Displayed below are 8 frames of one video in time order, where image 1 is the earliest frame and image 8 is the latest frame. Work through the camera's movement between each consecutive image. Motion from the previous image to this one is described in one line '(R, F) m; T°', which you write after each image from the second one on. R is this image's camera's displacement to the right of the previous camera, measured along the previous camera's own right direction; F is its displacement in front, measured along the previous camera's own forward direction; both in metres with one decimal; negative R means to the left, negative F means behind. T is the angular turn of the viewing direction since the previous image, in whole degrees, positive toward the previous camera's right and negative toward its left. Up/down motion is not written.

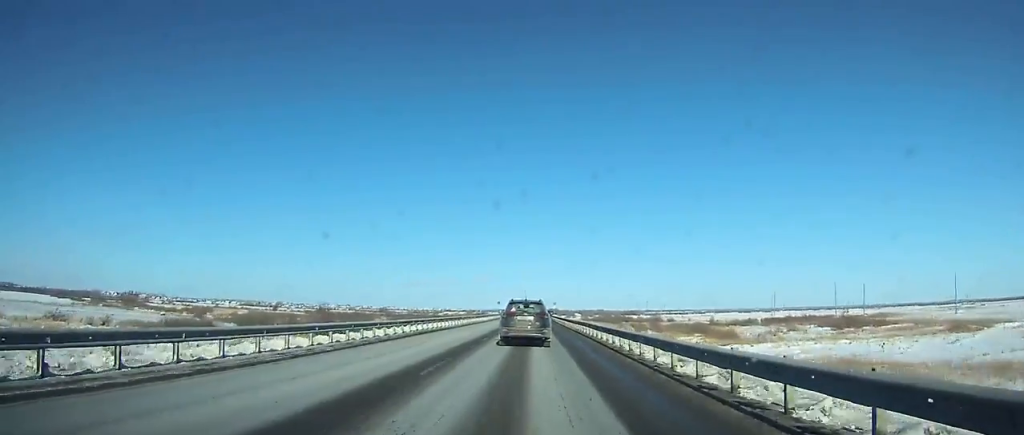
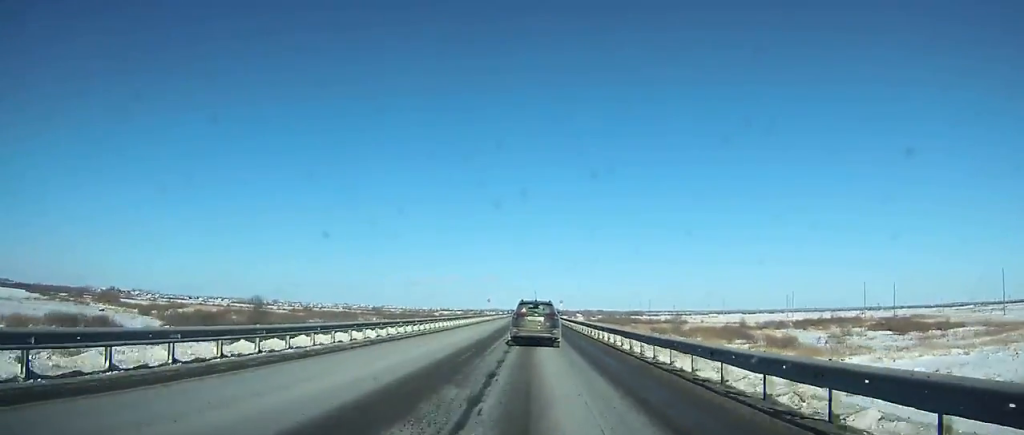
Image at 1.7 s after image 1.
(0.0, +32.7) m; 0°
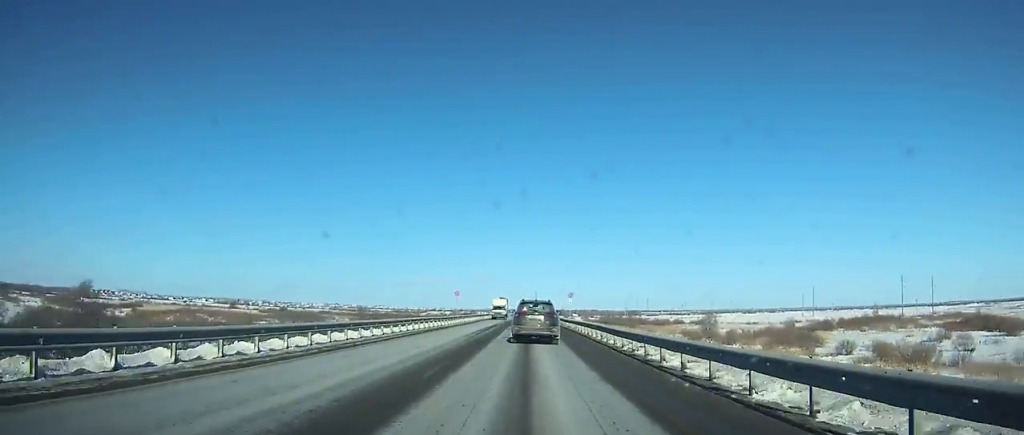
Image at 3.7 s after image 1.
(+0.1, +39.1) m; 0°
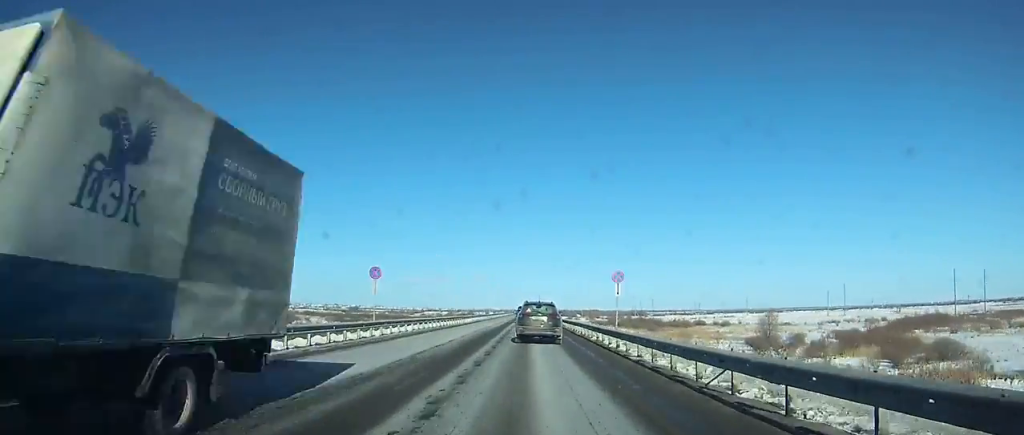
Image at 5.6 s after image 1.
(+0.2, +37.9) m; 0°
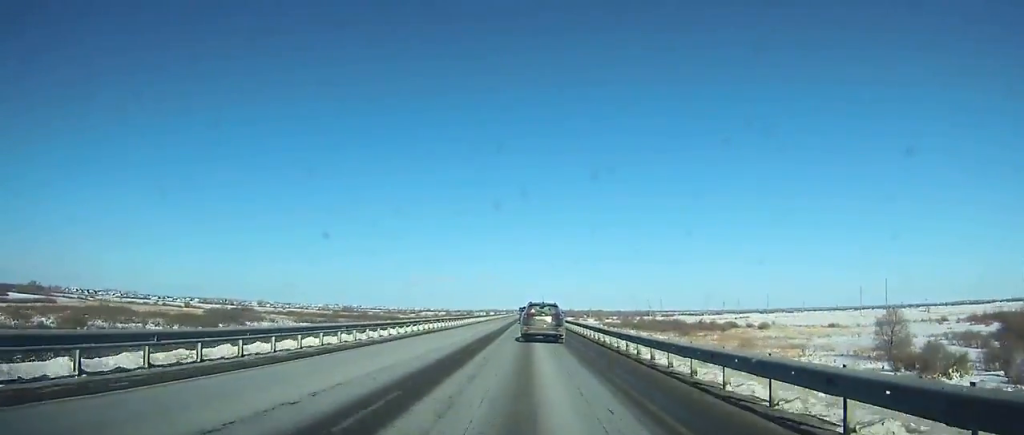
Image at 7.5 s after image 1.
(0.0, +39.0) m; 0°
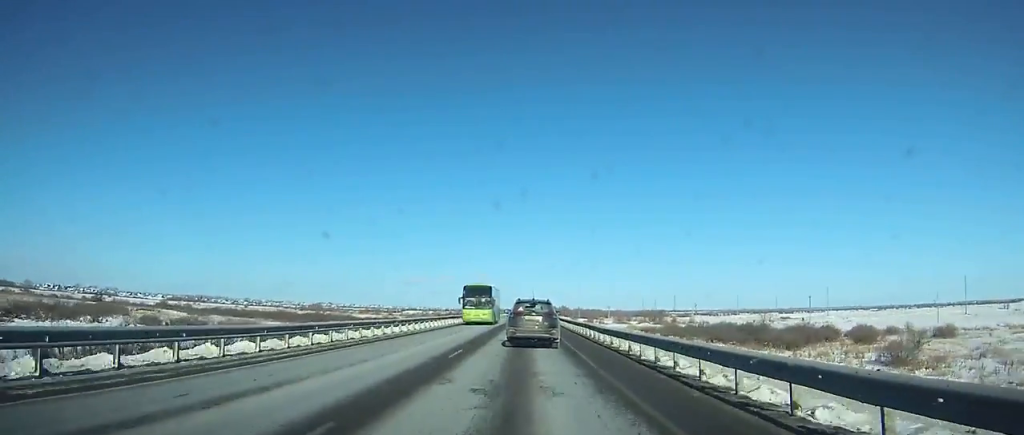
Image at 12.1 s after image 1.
(0.0, +96.2) m; 0°
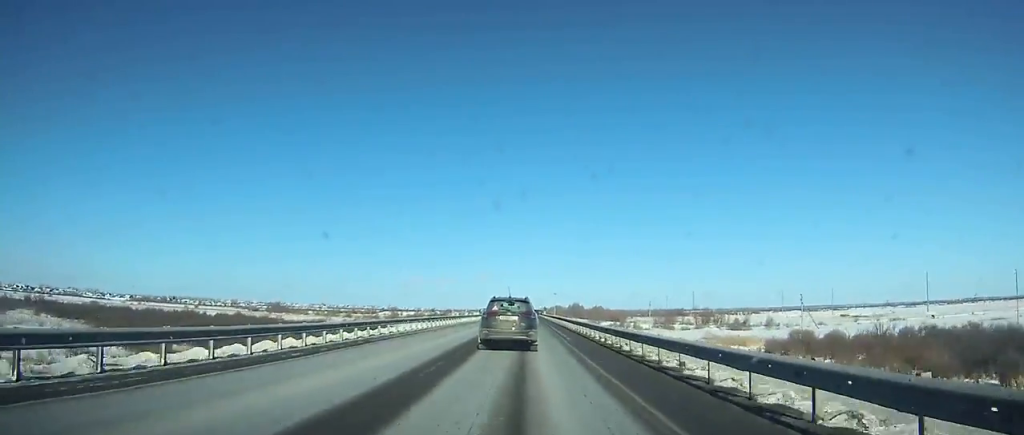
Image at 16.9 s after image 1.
(-0.5, +101.0) m; 0°
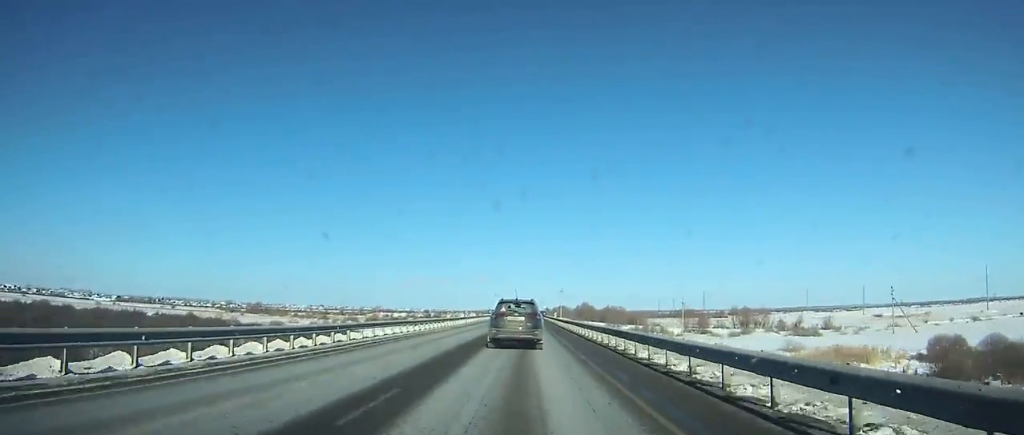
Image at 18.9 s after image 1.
(0.0, +41.9) m; 0°
